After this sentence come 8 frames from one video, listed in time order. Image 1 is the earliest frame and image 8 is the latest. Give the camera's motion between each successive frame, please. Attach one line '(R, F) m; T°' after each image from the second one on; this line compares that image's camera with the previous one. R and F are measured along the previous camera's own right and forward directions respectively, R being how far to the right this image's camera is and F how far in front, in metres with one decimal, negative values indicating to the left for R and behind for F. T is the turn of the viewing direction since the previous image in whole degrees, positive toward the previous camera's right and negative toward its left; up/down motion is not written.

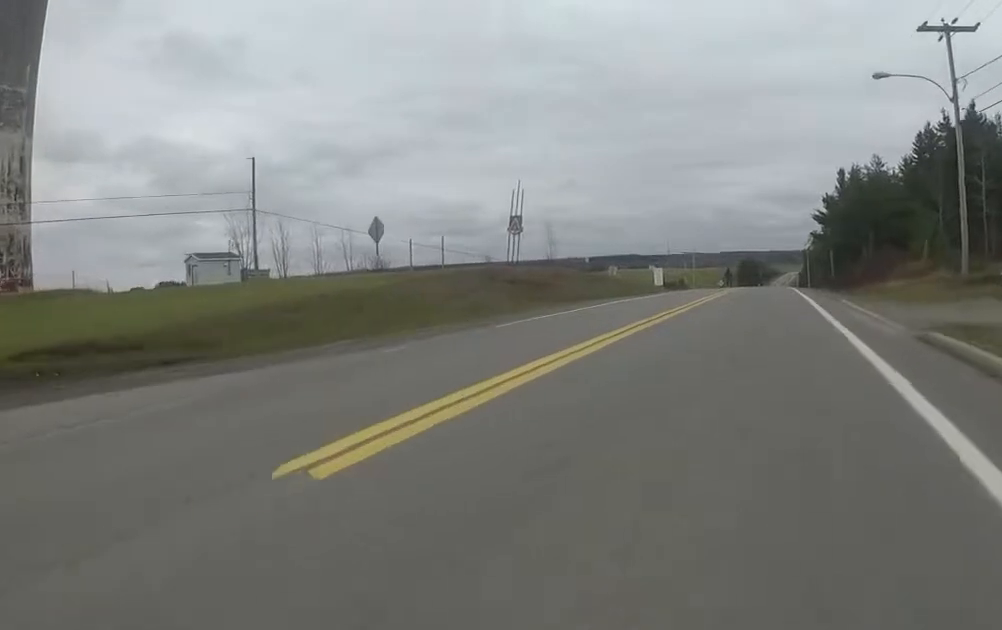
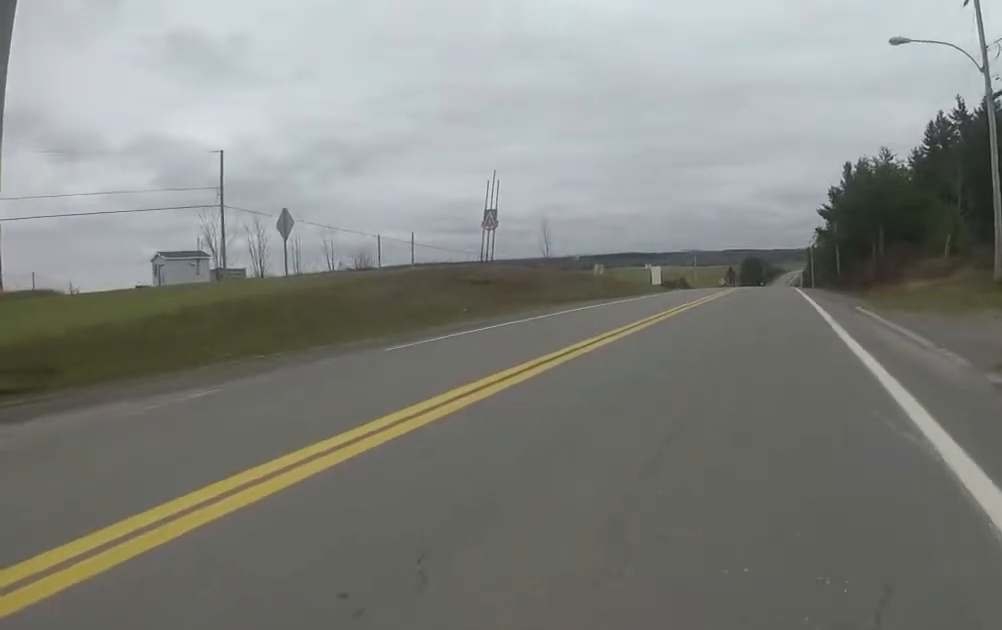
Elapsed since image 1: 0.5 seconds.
(0.0, +3.6) m; 0°
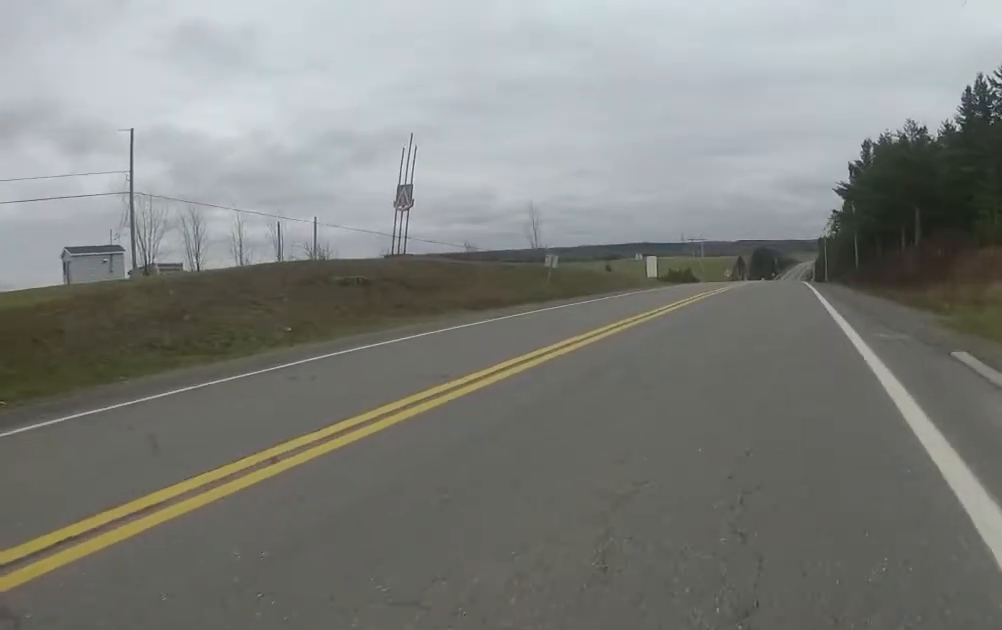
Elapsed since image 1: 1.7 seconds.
(0.0, +8.4) m; 0°
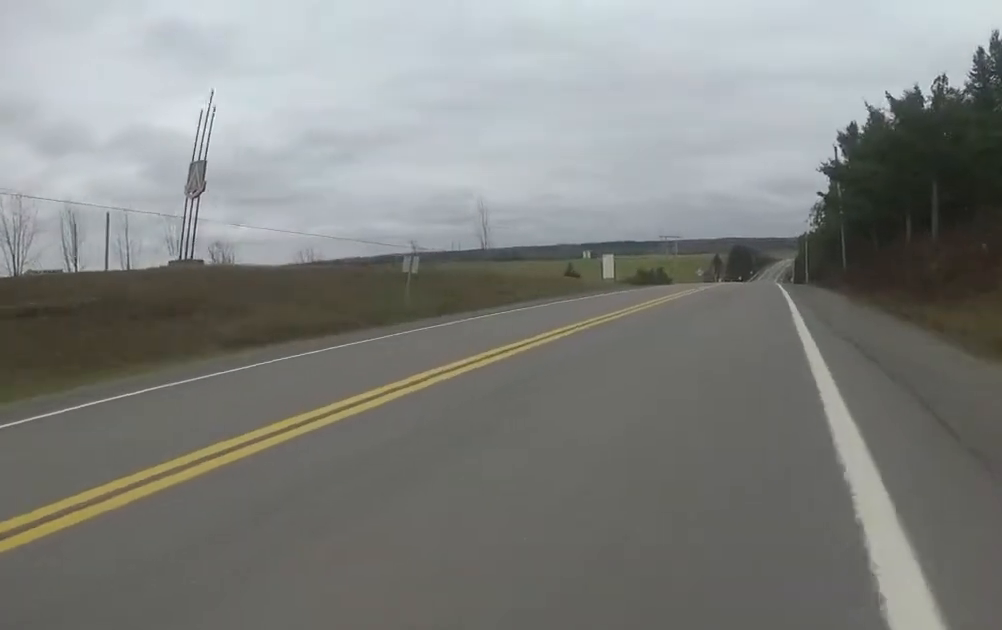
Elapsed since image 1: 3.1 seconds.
(-0.1, +8.4) m; -1°
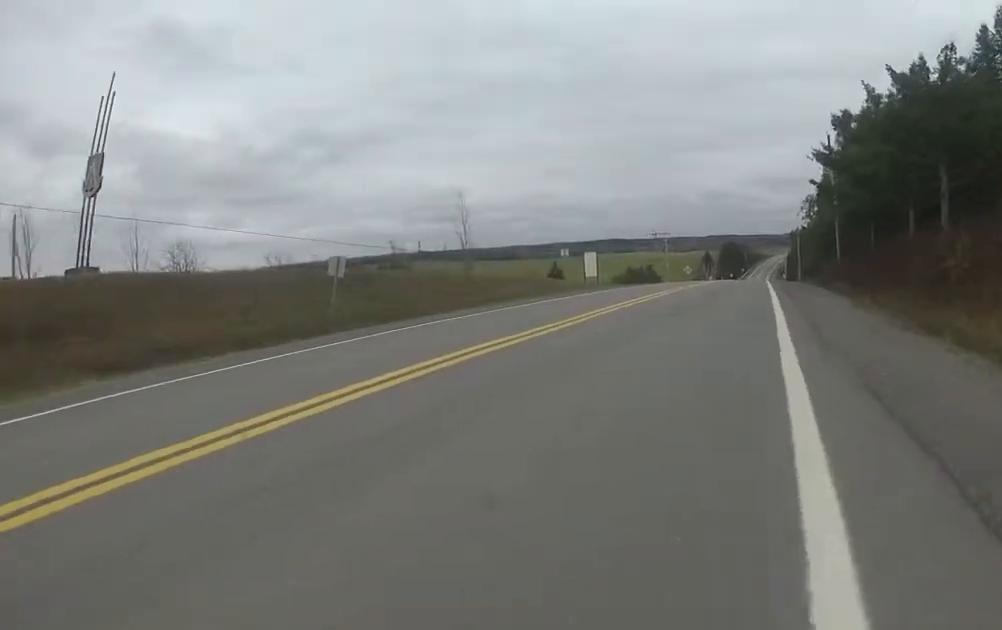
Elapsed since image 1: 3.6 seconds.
(0.0, +2.7) m; -1°
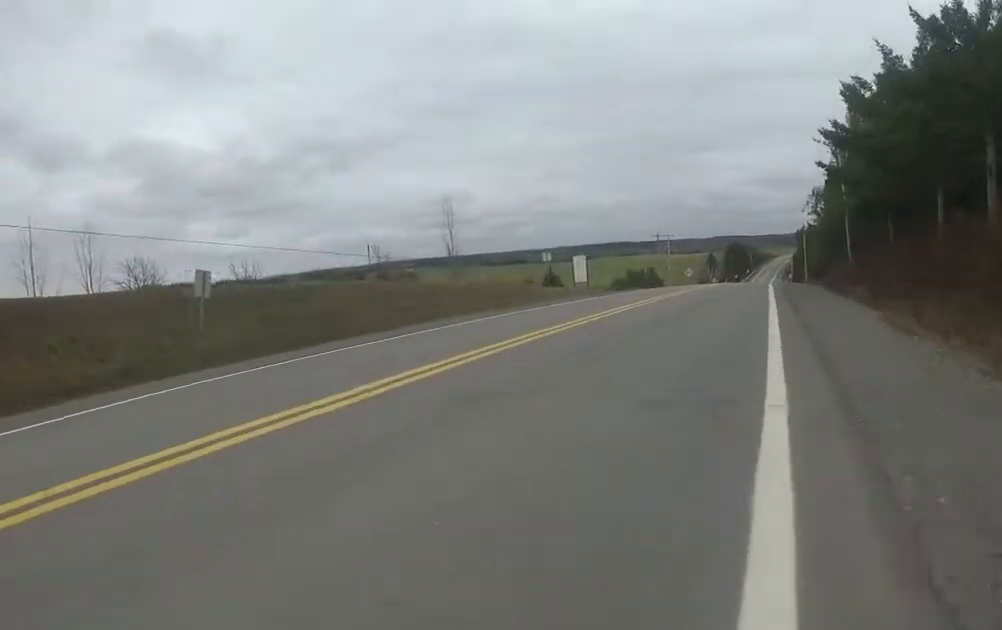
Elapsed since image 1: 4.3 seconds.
(0.0, +3.9) m; 0°
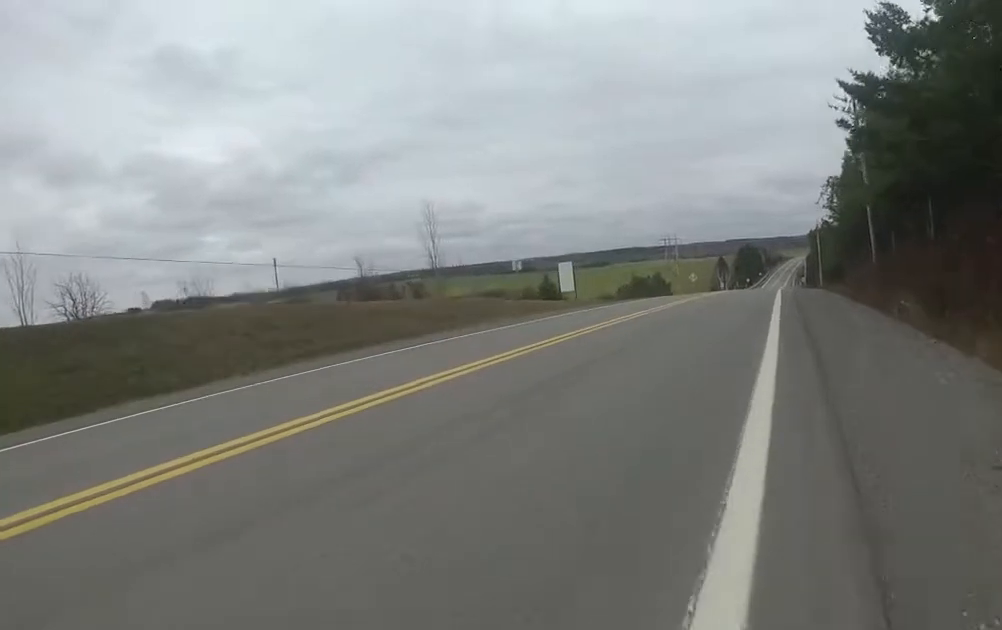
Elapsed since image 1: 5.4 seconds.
(0.0, +5.5) m; 0°
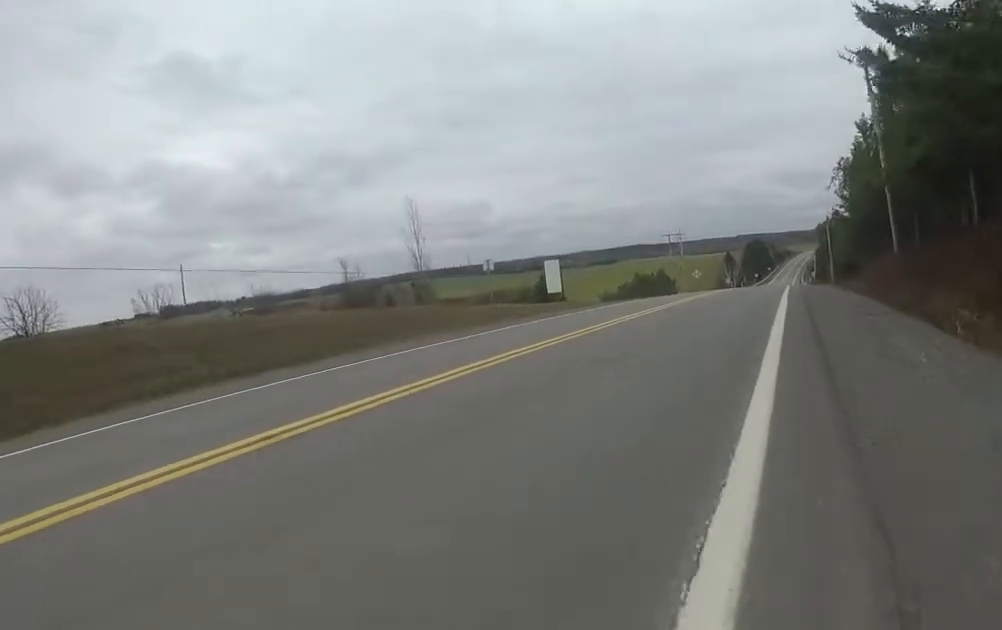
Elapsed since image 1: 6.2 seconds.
(0.0, +4.1) m; 0°
